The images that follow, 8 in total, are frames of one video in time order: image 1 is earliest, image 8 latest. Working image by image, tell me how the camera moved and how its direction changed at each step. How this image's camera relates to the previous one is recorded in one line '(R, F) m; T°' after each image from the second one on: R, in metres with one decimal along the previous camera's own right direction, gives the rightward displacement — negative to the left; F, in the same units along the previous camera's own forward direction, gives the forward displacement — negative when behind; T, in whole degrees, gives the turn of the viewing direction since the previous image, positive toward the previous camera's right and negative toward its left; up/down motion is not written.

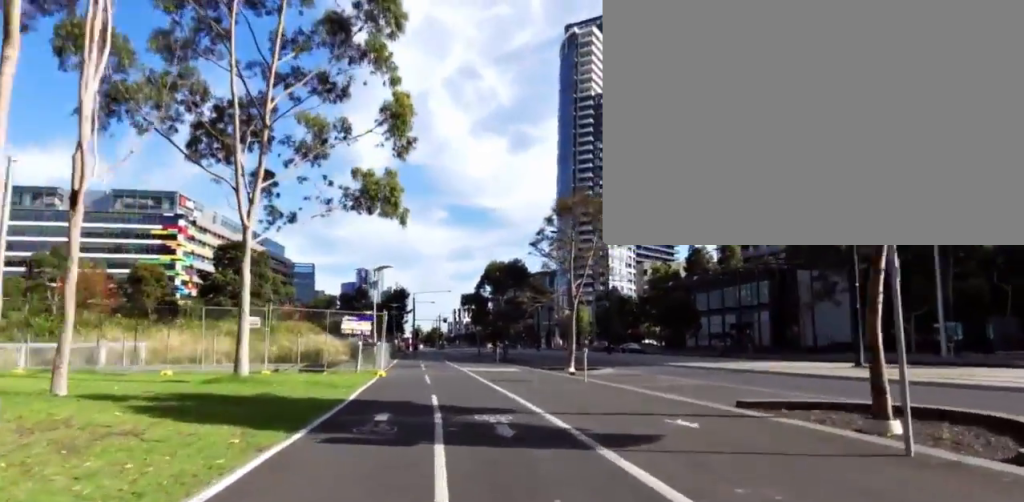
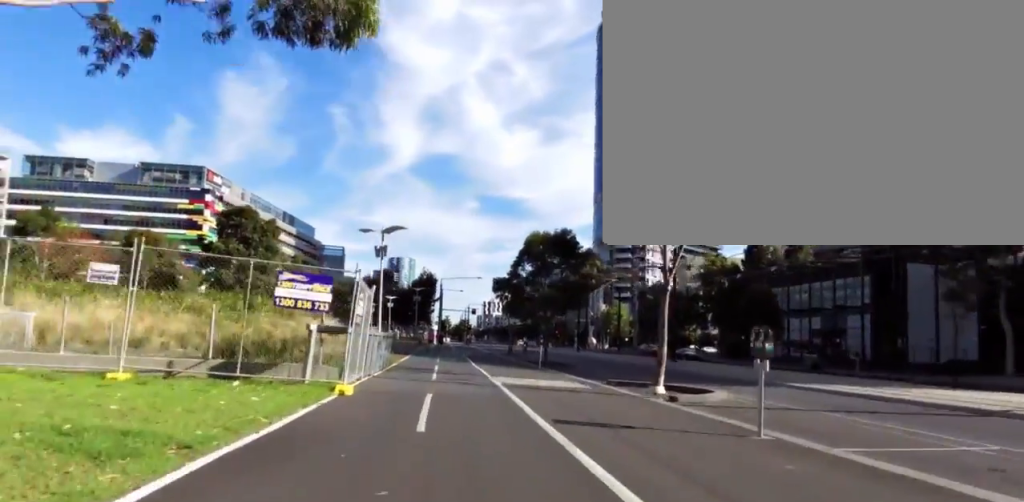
(+0.7, +9.3) m; +4°
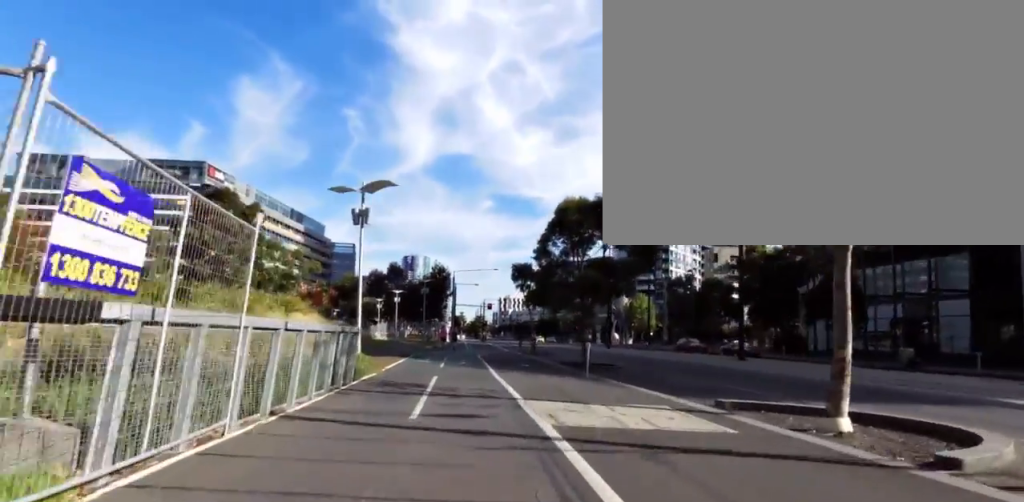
(+0.1, +8.3) m; -7°
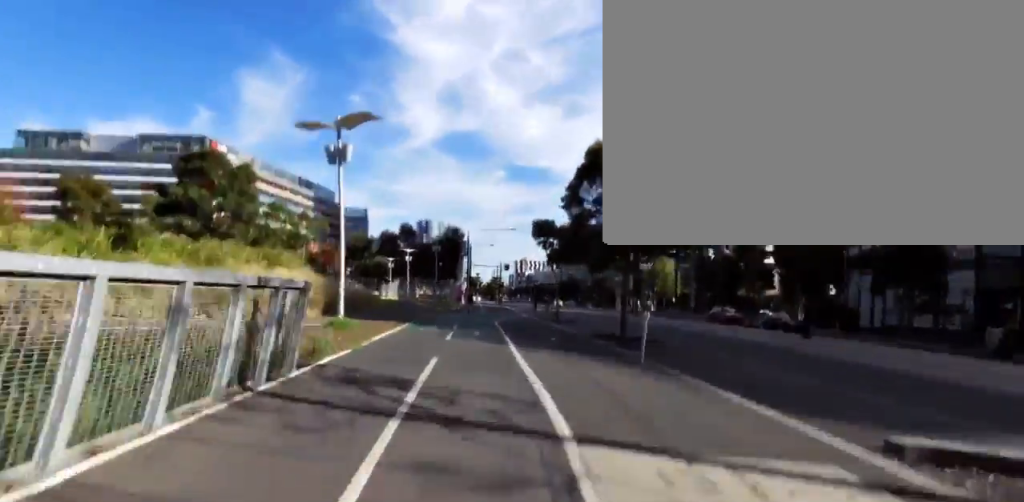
(-0.9, +4.9) m; -6°
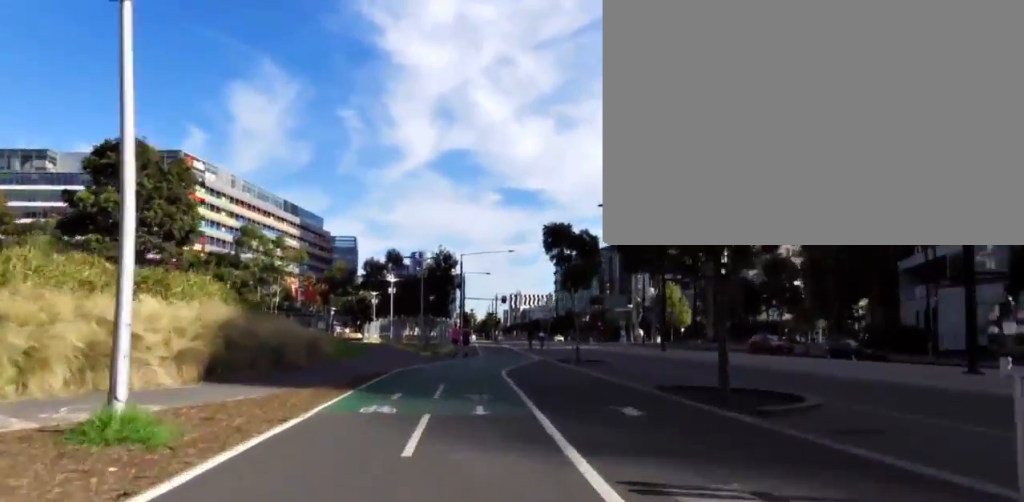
(0.0, +8.4) m; +4°
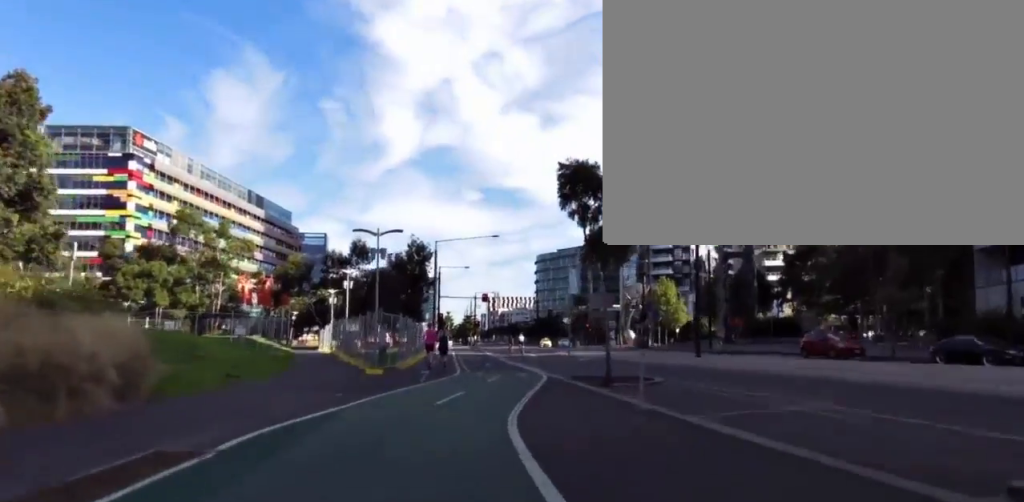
(+0.6, +10.2) m; +2°
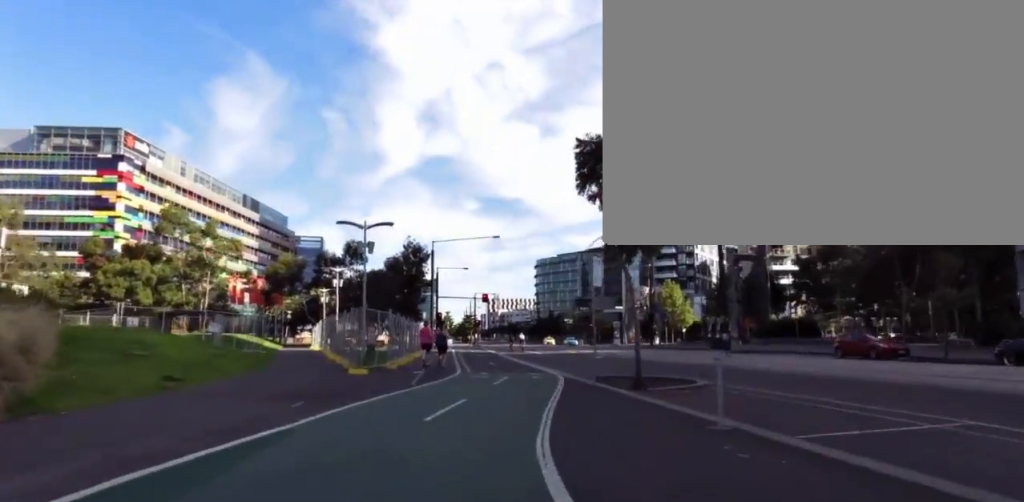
(-0.2, +3.2) m; 0°
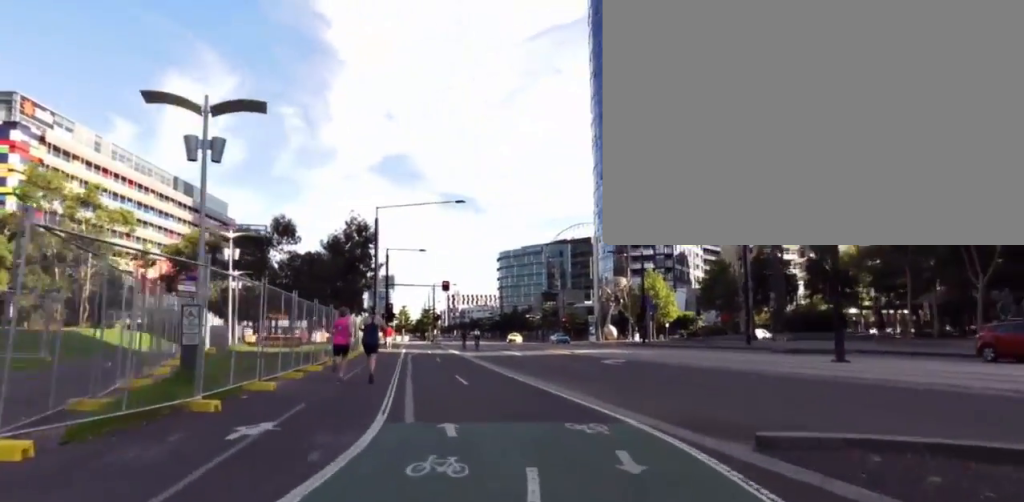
(+0.2, +12.8) m; 0°
